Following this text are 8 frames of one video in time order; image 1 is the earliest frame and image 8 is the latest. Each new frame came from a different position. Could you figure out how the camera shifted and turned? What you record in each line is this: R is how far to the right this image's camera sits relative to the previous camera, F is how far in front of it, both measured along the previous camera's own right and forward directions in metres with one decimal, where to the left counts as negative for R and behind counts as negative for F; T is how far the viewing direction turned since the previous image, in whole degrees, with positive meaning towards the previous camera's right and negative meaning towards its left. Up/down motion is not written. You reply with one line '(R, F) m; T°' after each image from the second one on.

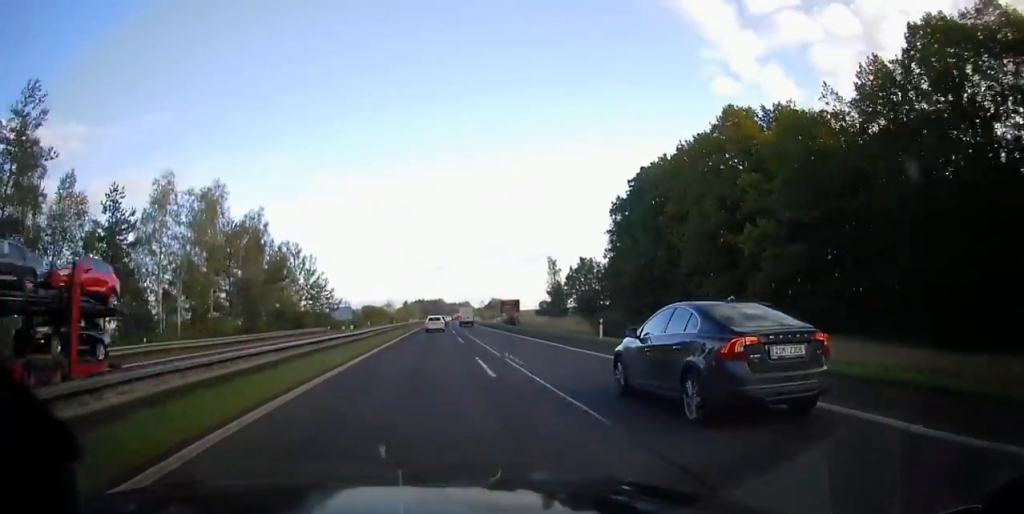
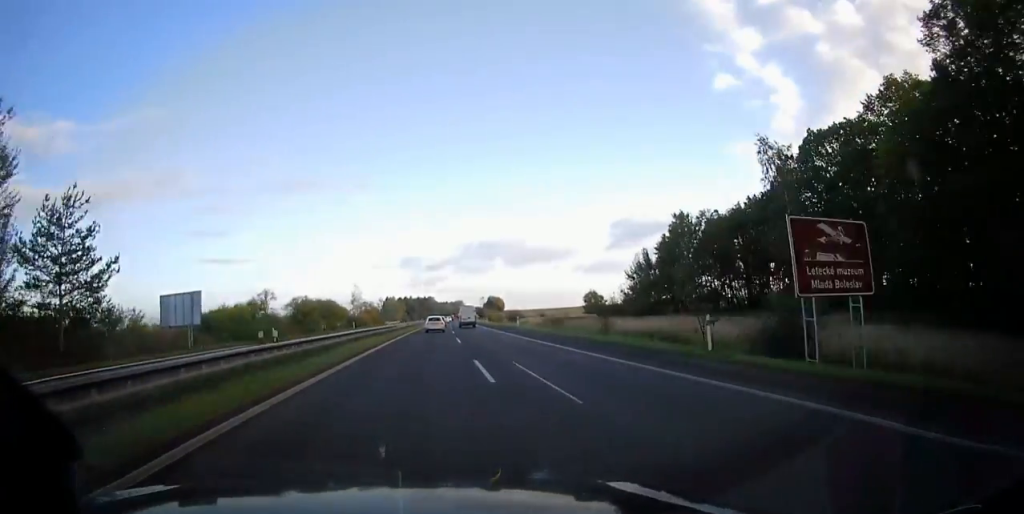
(+0.6, +73.0) m; +1°
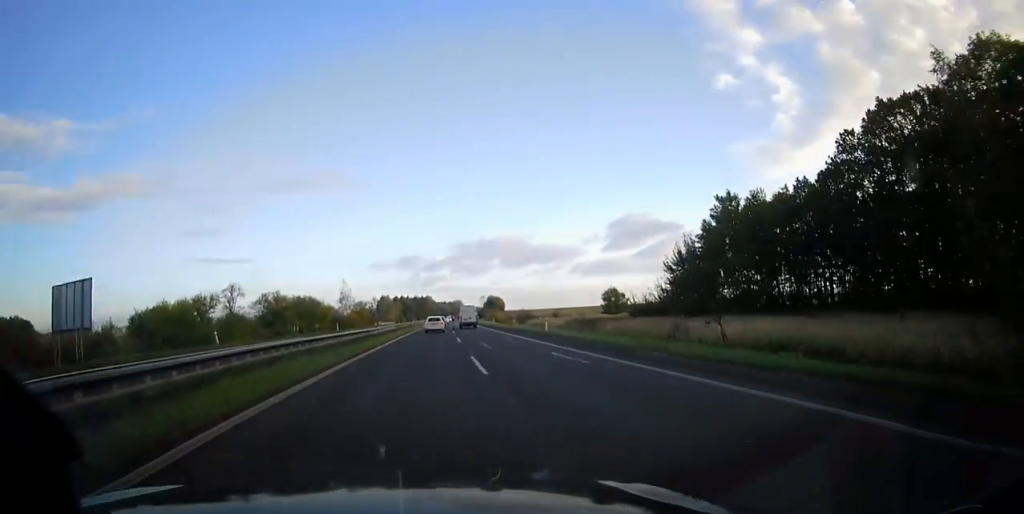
(+0.1, +16.3) m; 0°
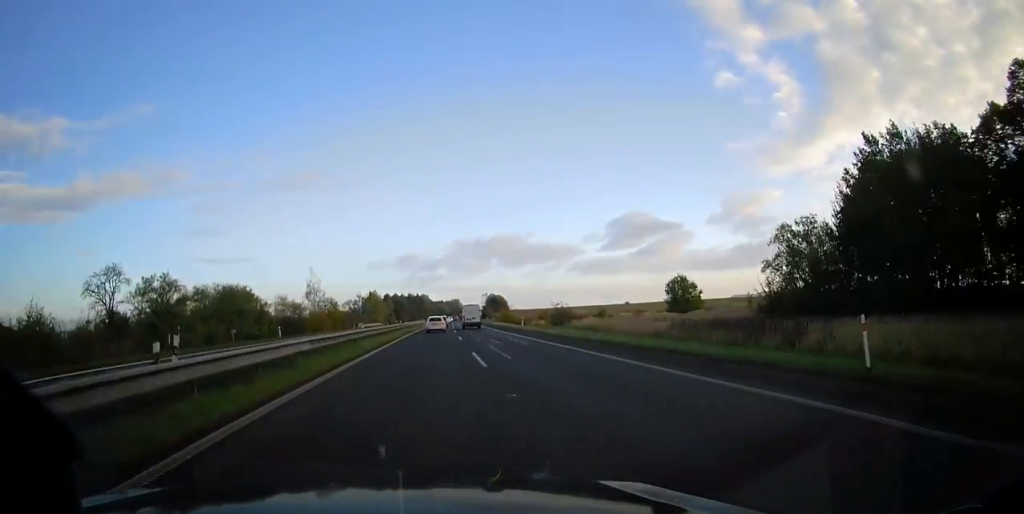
(+0.2, +33.9) m; 0°
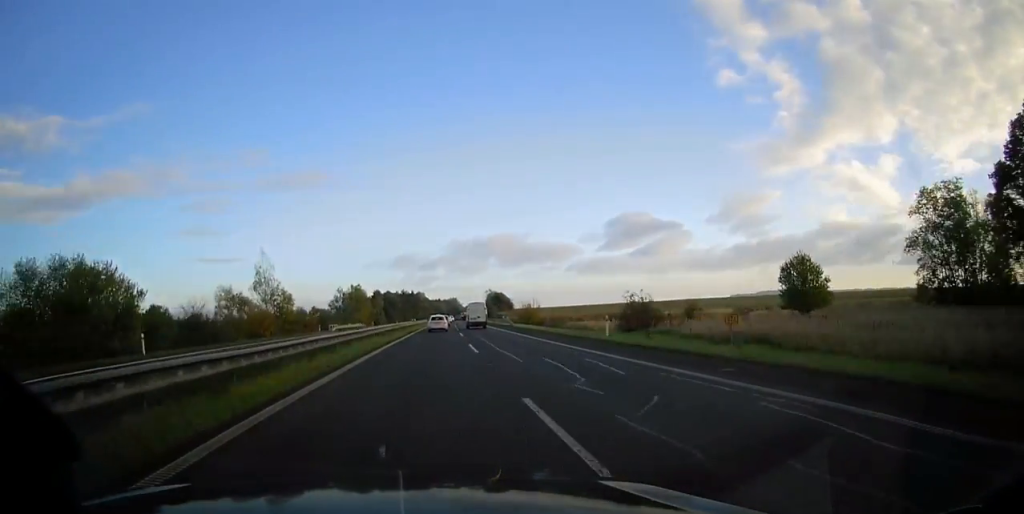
(+0.1, +30.1) m; 0°
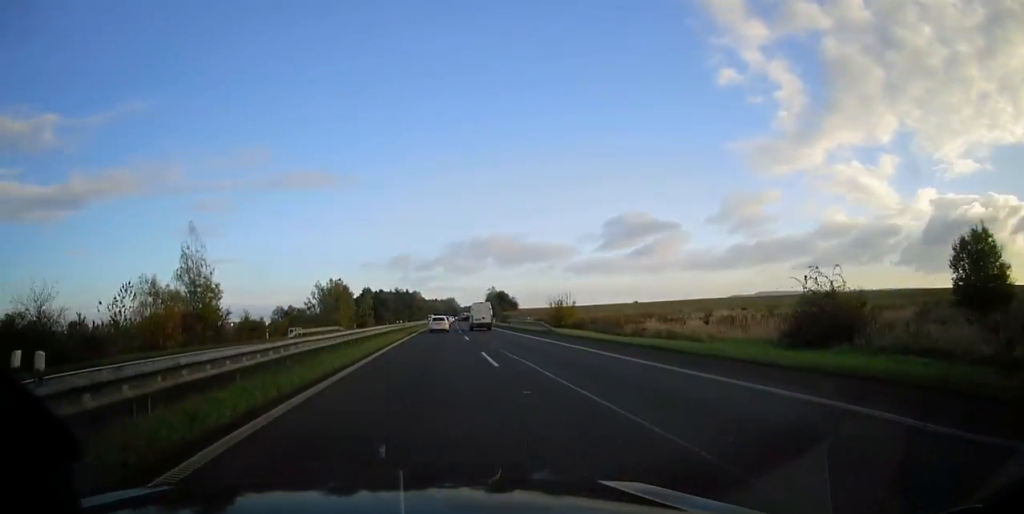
(-0.1, +23.8) m; 0°
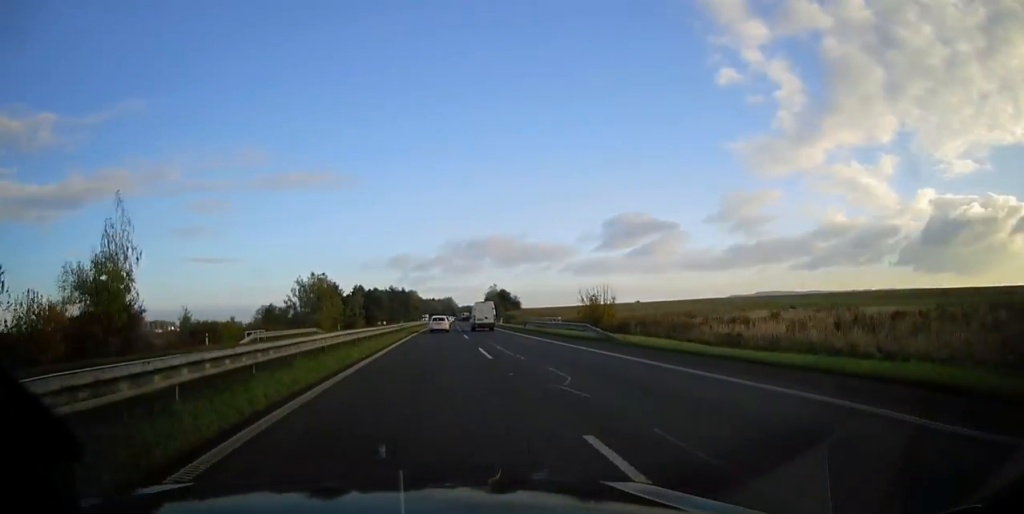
(+0.2, +15.1) m; 0°
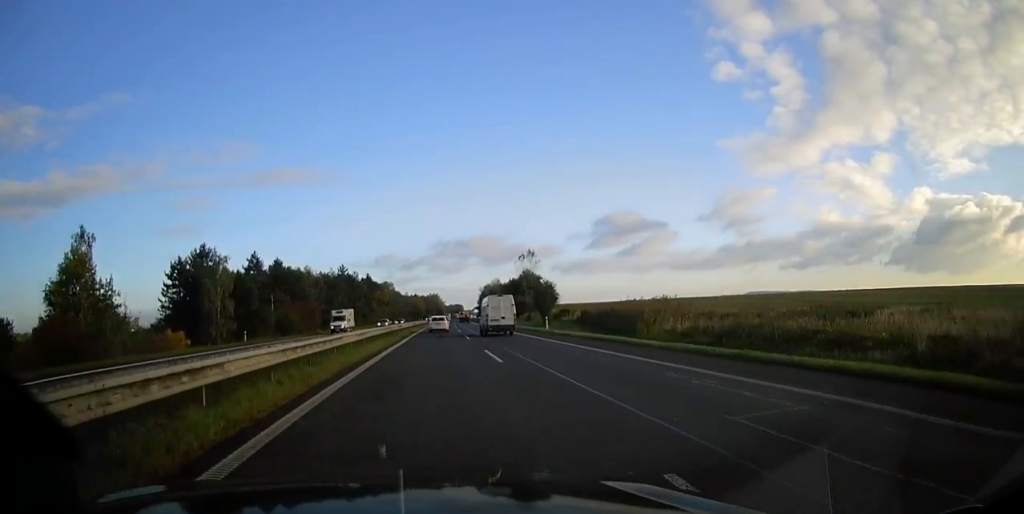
(+0.8, +91.5) m; +1°
